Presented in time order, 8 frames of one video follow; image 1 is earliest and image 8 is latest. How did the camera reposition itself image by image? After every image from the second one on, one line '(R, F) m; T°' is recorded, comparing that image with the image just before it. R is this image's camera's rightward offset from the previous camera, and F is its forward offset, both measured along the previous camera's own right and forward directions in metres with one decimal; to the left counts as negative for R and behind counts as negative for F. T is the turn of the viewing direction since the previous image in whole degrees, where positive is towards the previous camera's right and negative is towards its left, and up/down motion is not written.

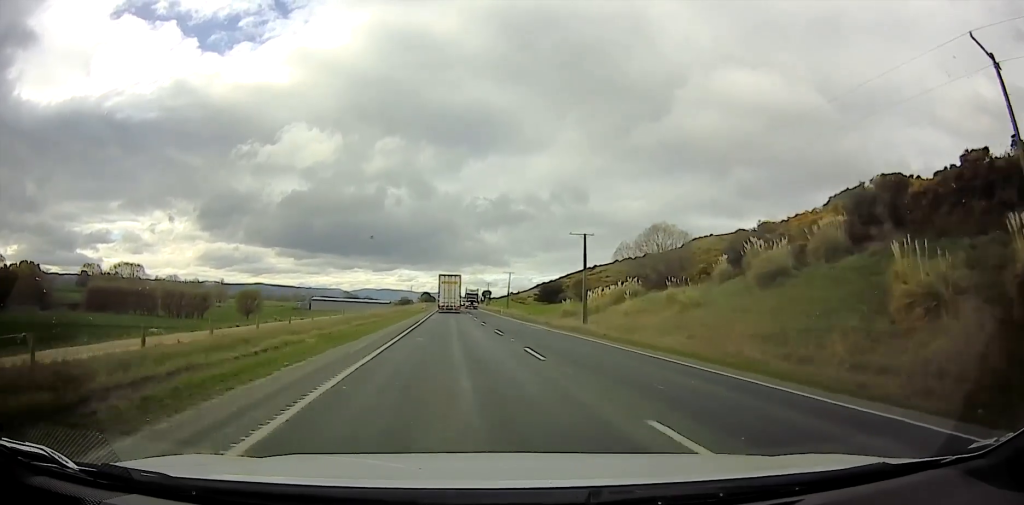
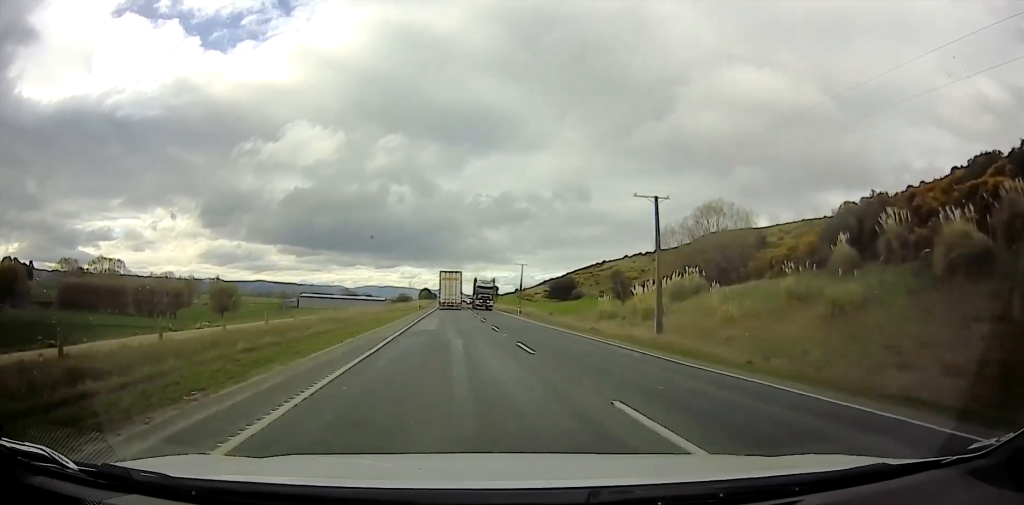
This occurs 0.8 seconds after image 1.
(-0.1, +18.4) m; 0°
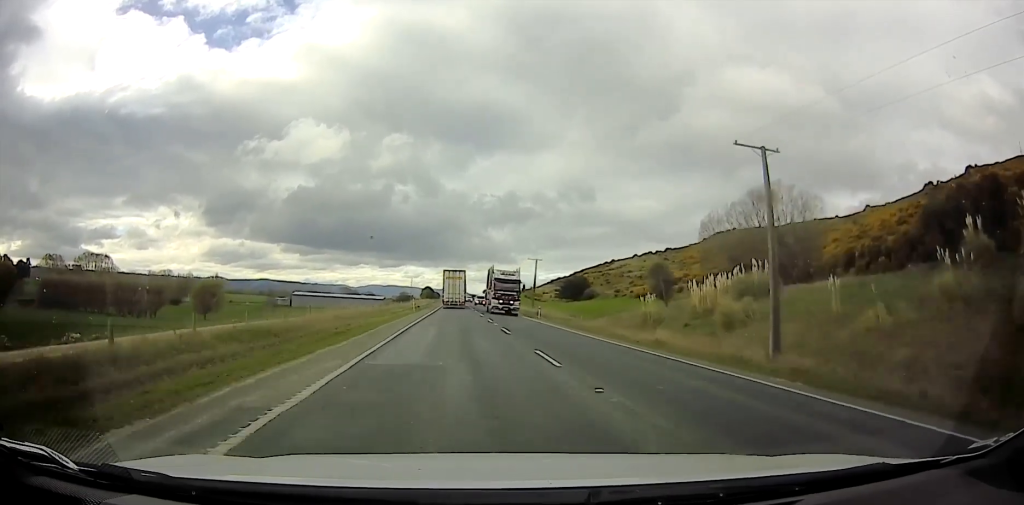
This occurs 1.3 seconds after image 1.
(0.0, +12.1) m; 0°
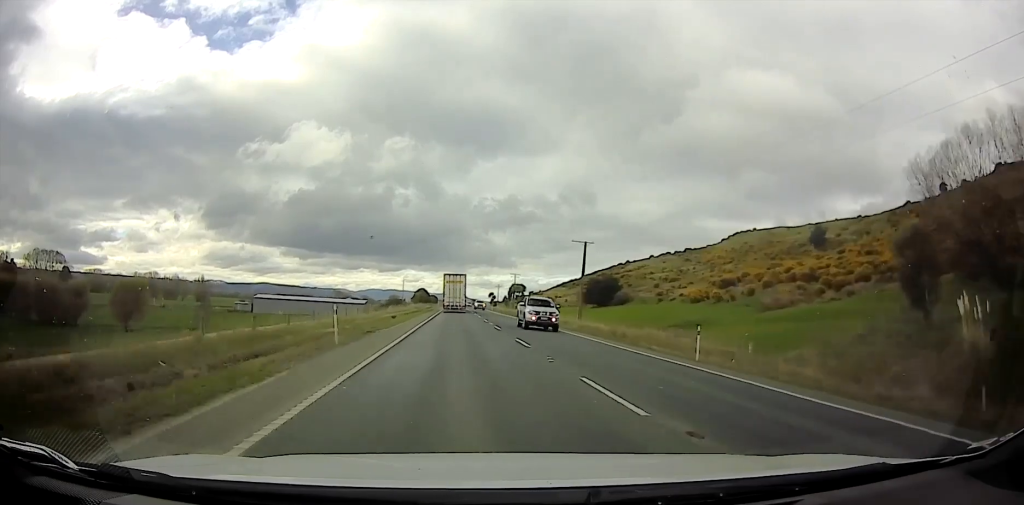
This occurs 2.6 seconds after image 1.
(0.0, +28.2) m; 0°
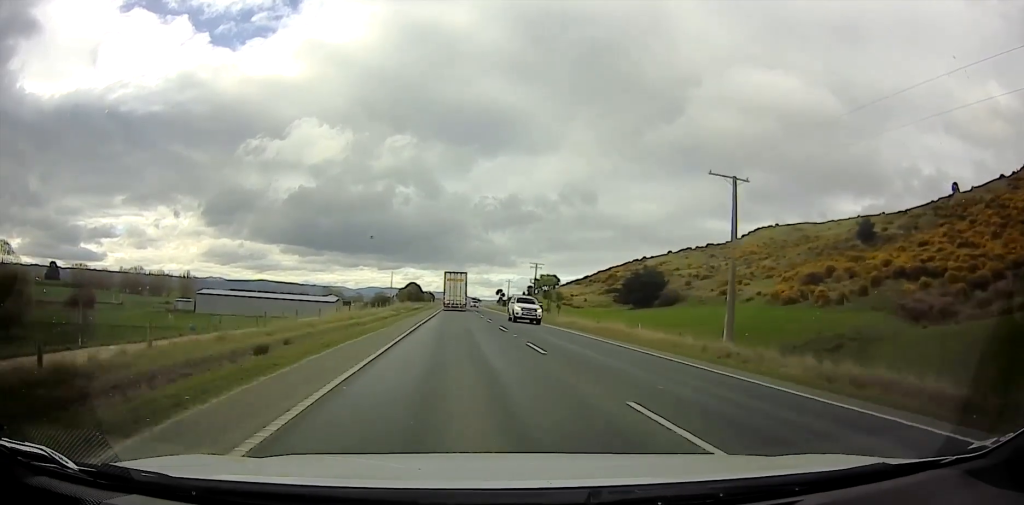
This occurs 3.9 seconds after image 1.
(0.0, +24.7) m; 0°
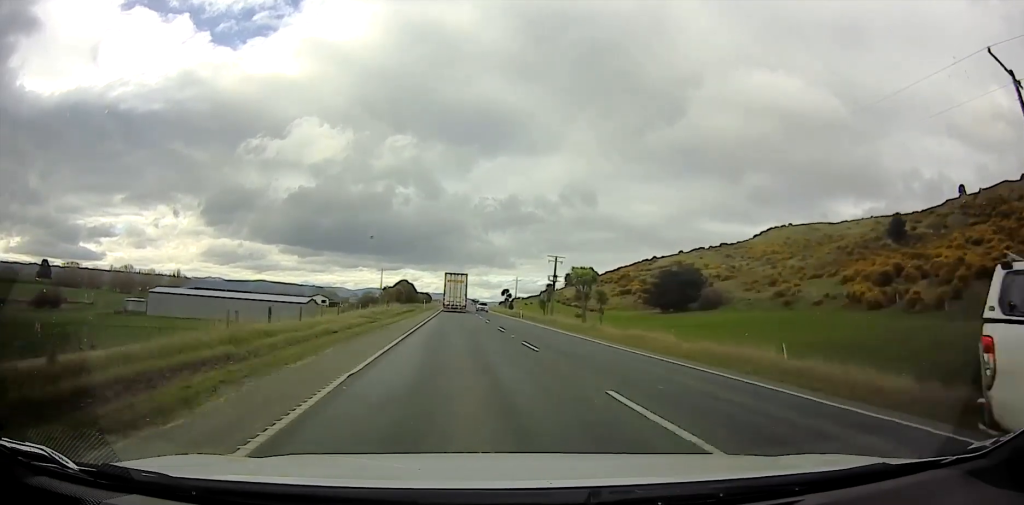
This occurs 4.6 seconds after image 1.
(0.0, +14.8) m; 0°
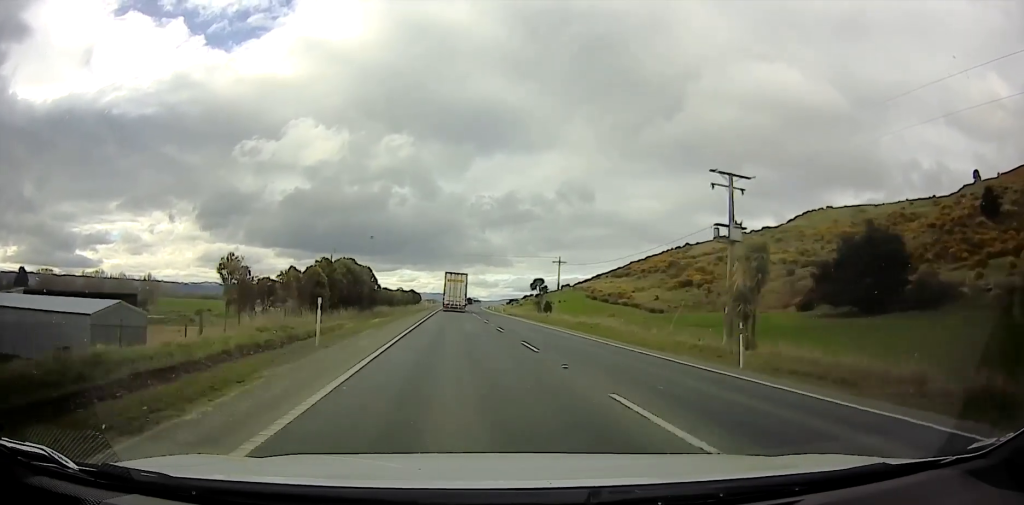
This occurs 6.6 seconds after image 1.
(-0.3, +45.5) m; 0°
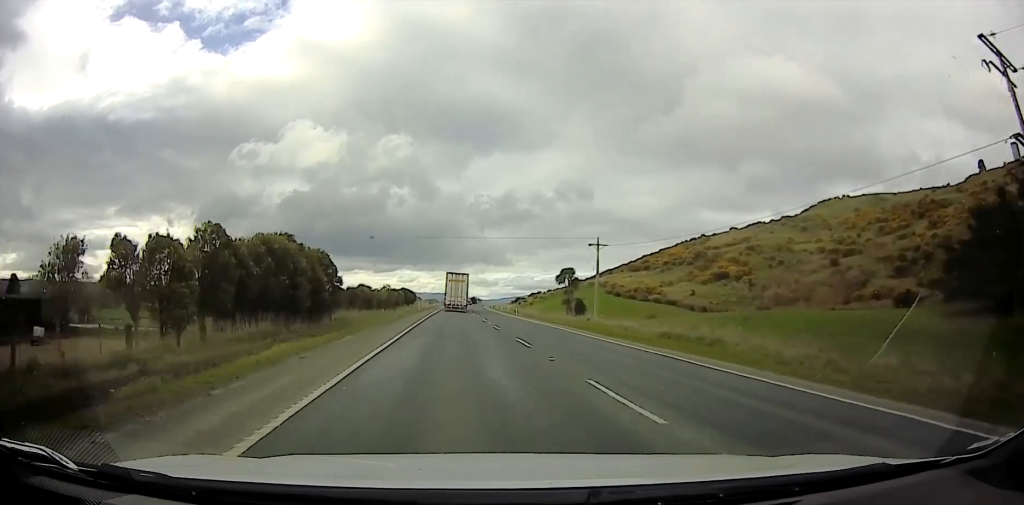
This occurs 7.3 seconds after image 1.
(0.0, +19.1) m; 0°
